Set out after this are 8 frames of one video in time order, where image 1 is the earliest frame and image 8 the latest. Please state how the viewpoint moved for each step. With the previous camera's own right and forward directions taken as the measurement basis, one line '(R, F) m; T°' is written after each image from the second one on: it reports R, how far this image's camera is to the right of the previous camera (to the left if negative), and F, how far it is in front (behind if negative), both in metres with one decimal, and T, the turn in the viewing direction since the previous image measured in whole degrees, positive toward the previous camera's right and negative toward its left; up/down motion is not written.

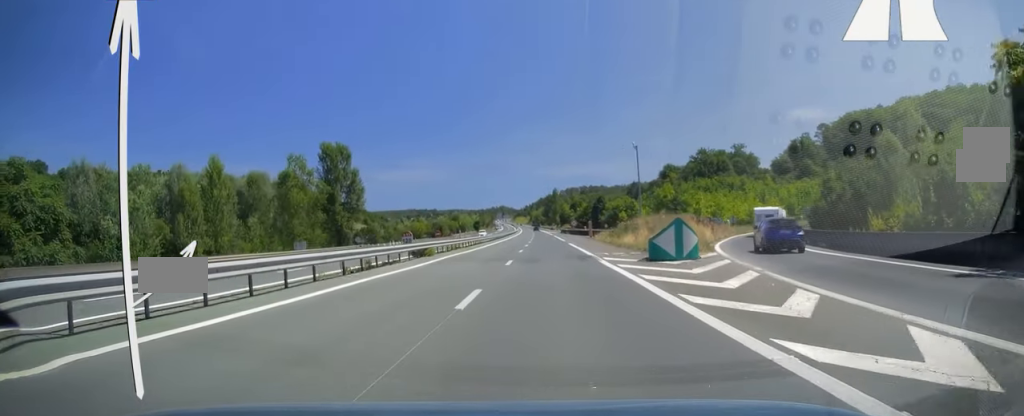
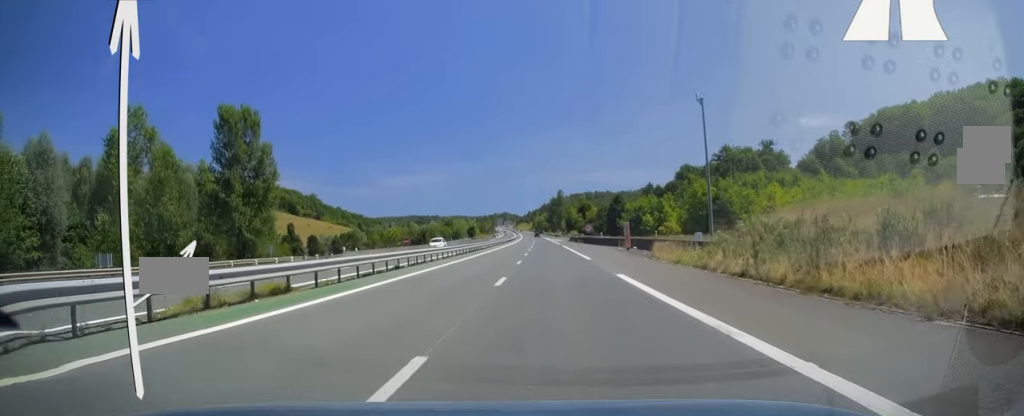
(-0.2, +32.6) m; 0°
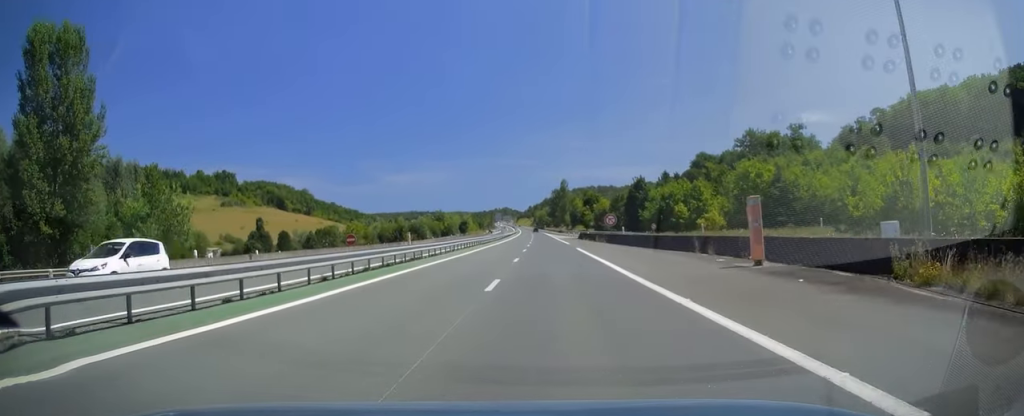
(-0.1, +28.6) m; 0°
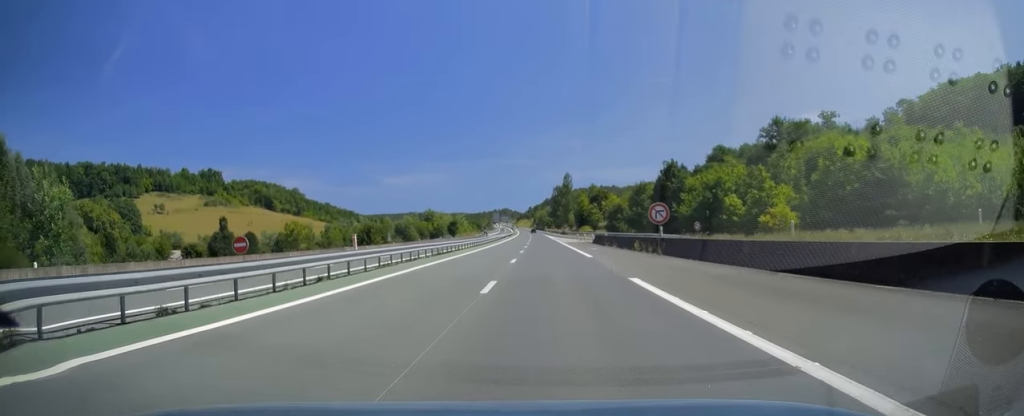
(0.0, +26.1) m; 0°
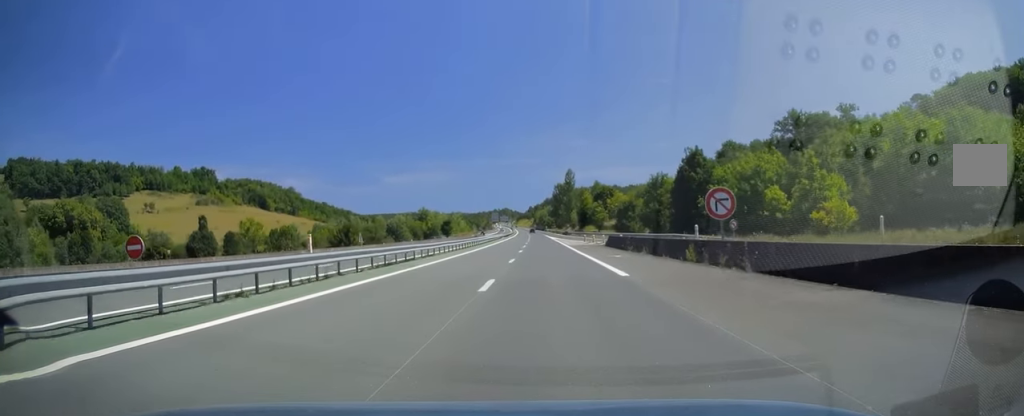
(0.0, +12.8) m; 0°
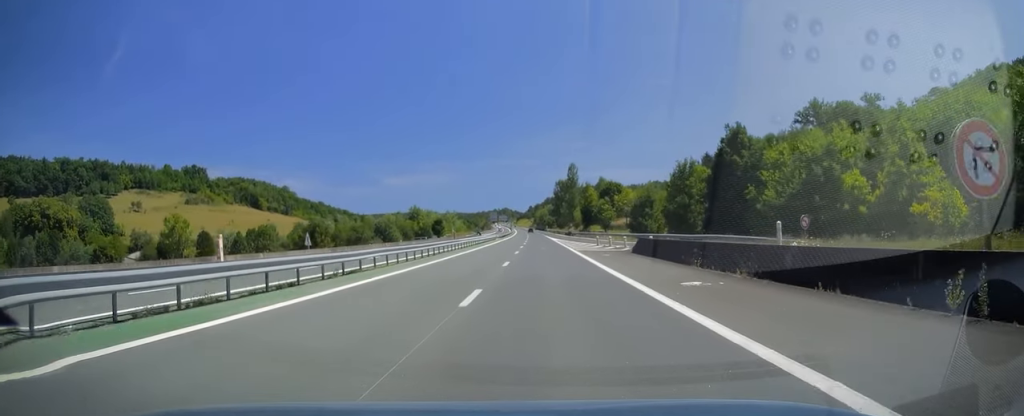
(0.0, +15.3) m; 0°
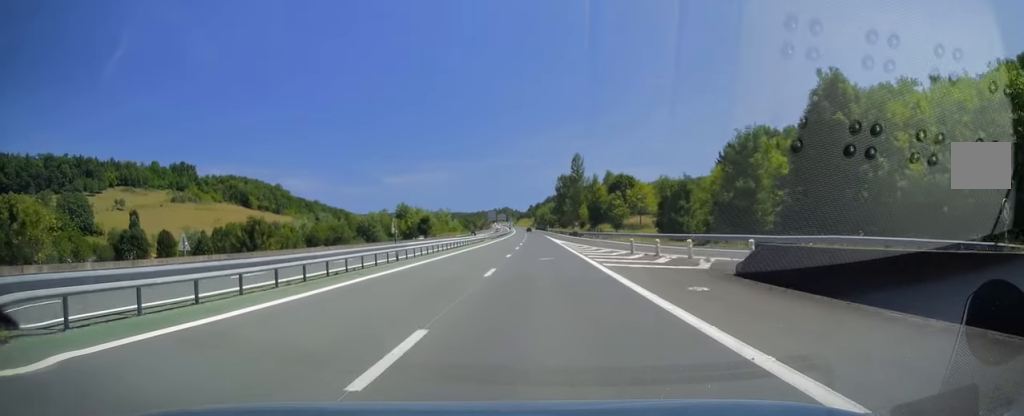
(0.0, +19.2) m; 0°
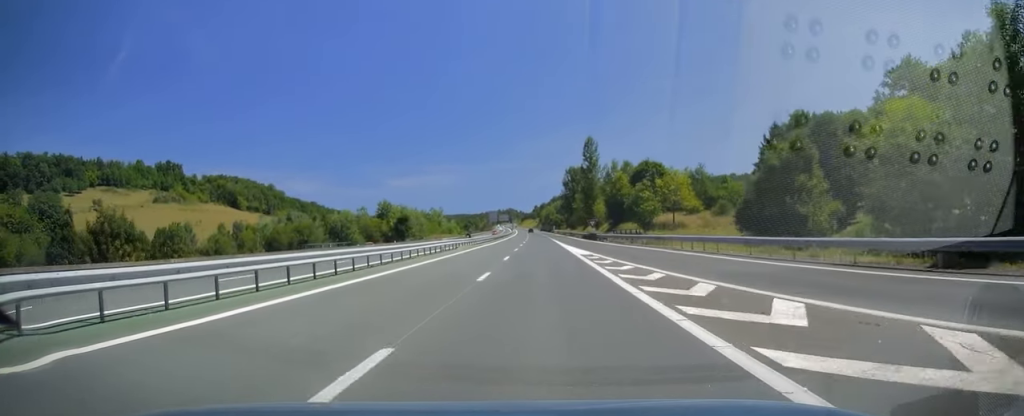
(0.0, +27.0) m; 0°
